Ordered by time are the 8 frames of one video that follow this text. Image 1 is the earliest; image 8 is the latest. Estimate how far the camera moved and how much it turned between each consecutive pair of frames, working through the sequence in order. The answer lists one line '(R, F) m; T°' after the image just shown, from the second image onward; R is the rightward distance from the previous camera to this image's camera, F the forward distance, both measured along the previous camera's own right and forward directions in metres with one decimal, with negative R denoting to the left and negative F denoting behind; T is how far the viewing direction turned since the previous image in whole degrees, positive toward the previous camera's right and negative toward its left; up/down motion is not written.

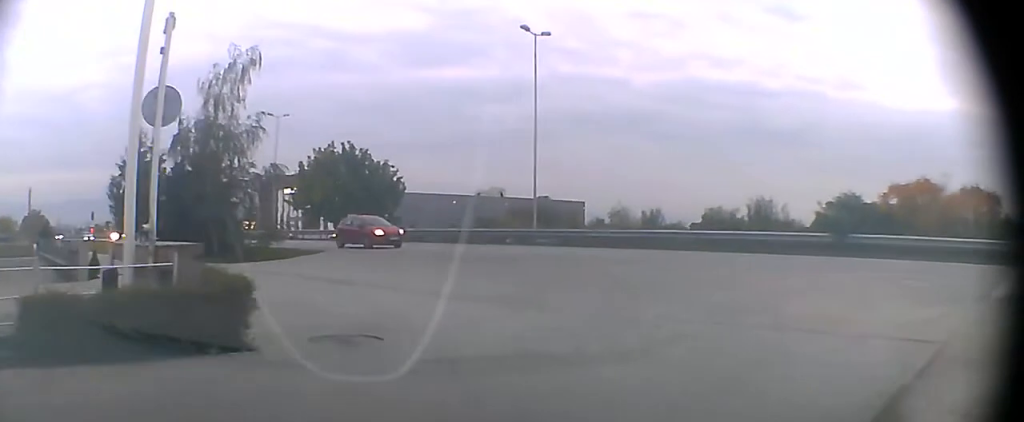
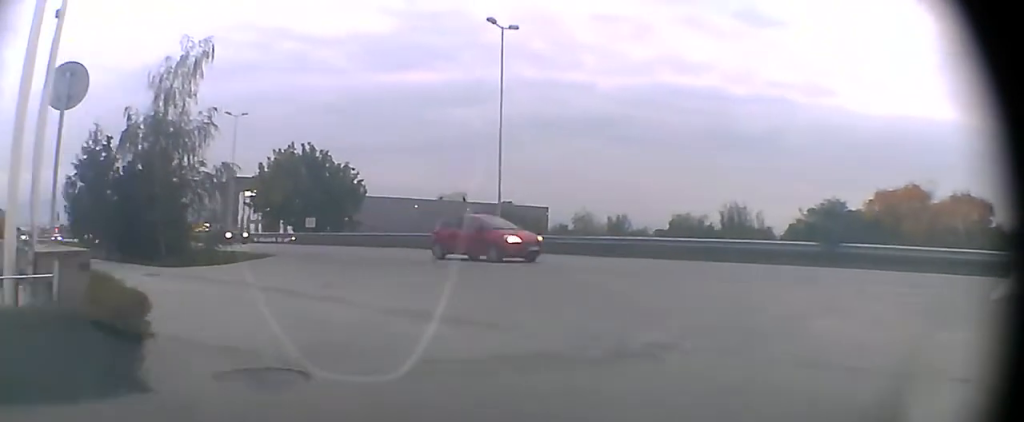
(+0.1, +1.9) m; -1°
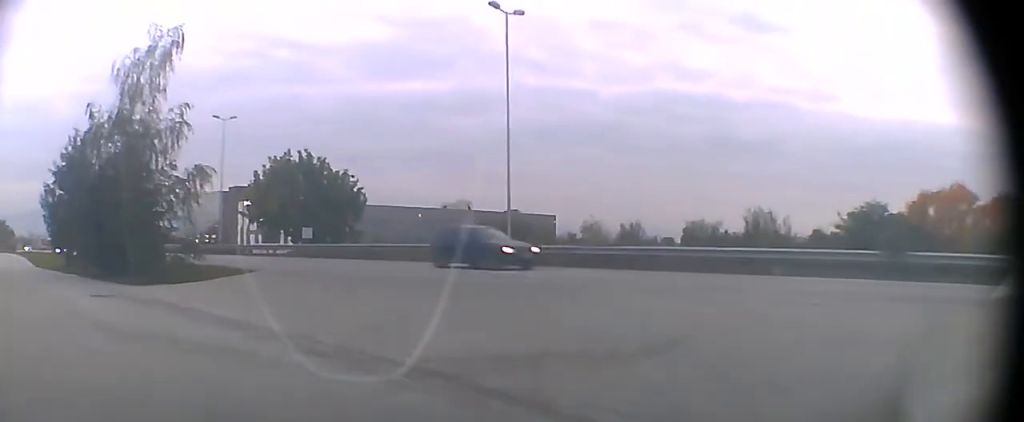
(0.0, +3.2) m; -3°
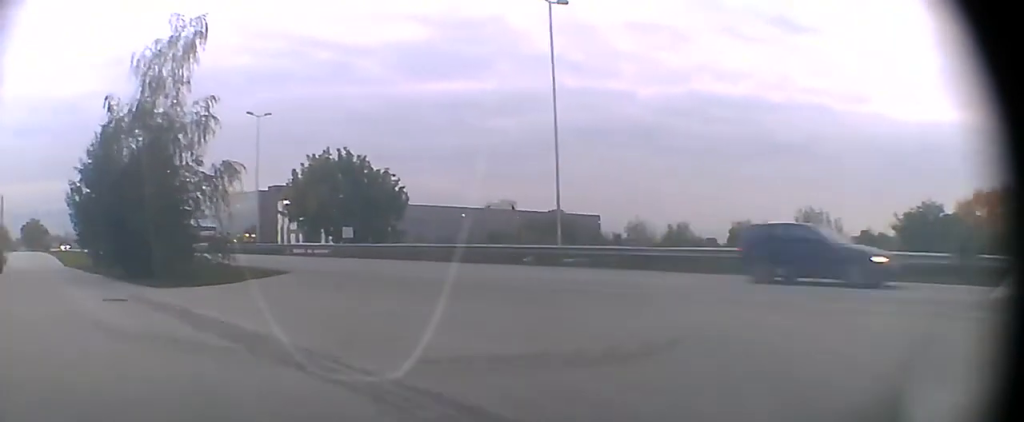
(-0.1, +1.7) m; -2°
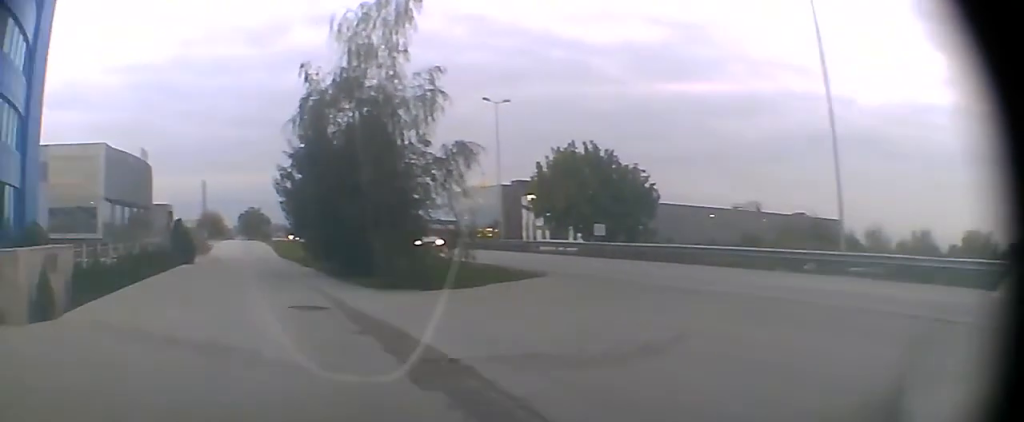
(-0.1, +3.7) m; -14°
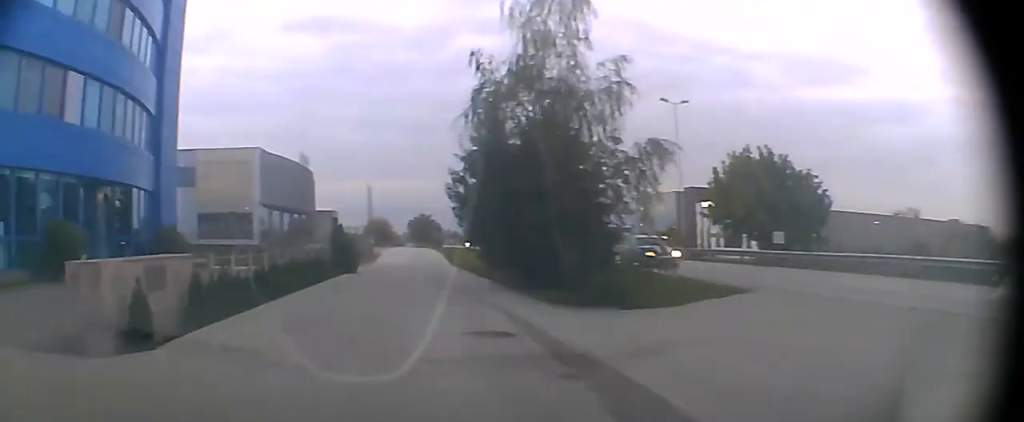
(-0.3, +2.3) m; -9°
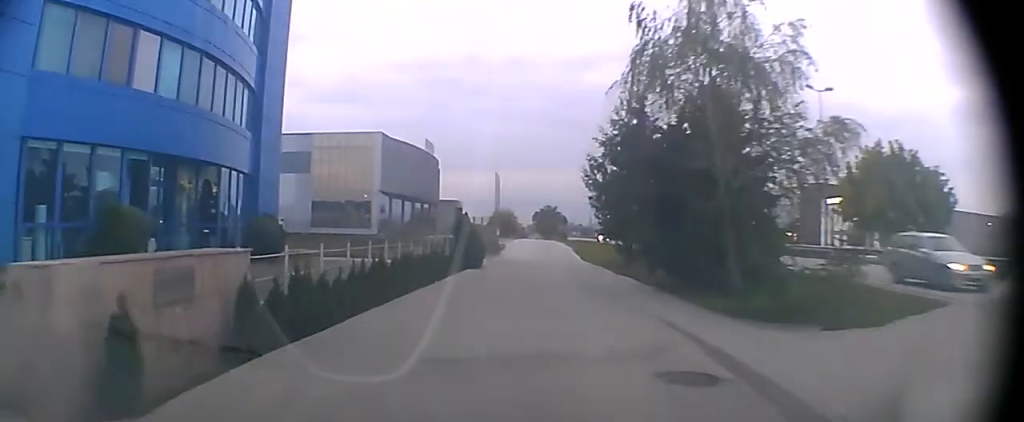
(-0.6, +3.1) m; -10°
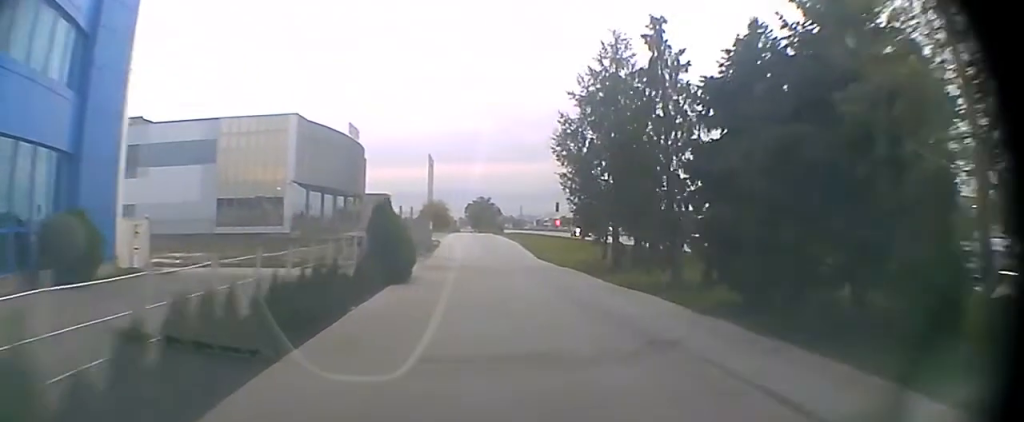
(-0.1, +10.1) m; +1°
